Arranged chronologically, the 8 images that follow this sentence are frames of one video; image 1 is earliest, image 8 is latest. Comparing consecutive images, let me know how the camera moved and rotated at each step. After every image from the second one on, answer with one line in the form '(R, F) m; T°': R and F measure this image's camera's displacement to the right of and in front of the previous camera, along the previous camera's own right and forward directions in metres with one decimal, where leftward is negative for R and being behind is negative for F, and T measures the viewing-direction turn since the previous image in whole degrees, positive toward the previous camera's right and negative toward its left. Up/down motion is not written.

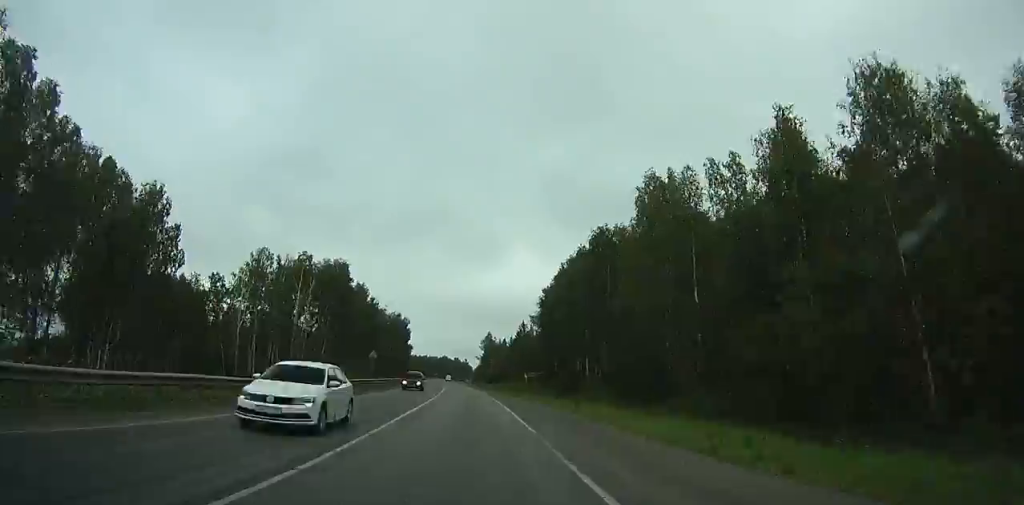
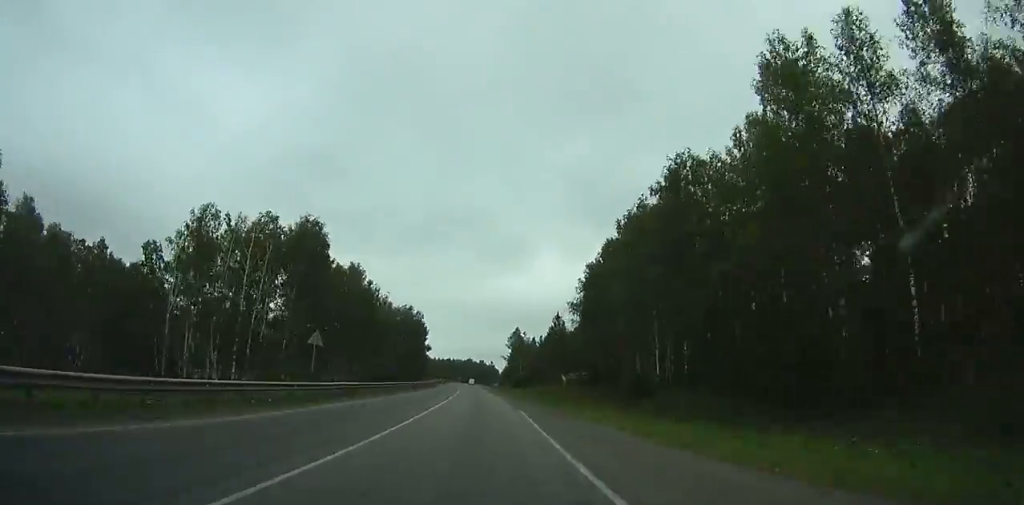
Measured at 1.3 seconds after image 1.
(-3.7, +25.0) m; -4°
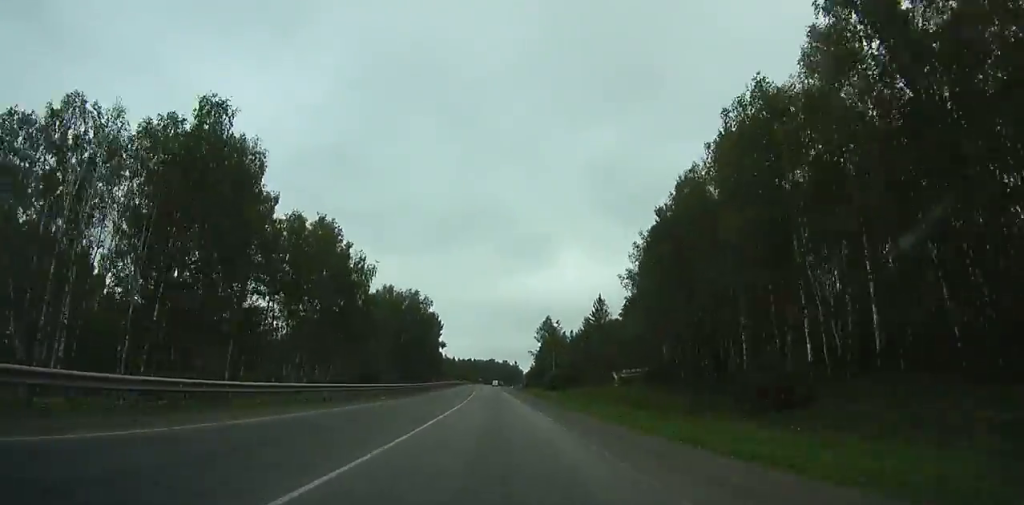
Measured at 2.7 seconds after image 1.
(+3.3, +27.0) m; +4°
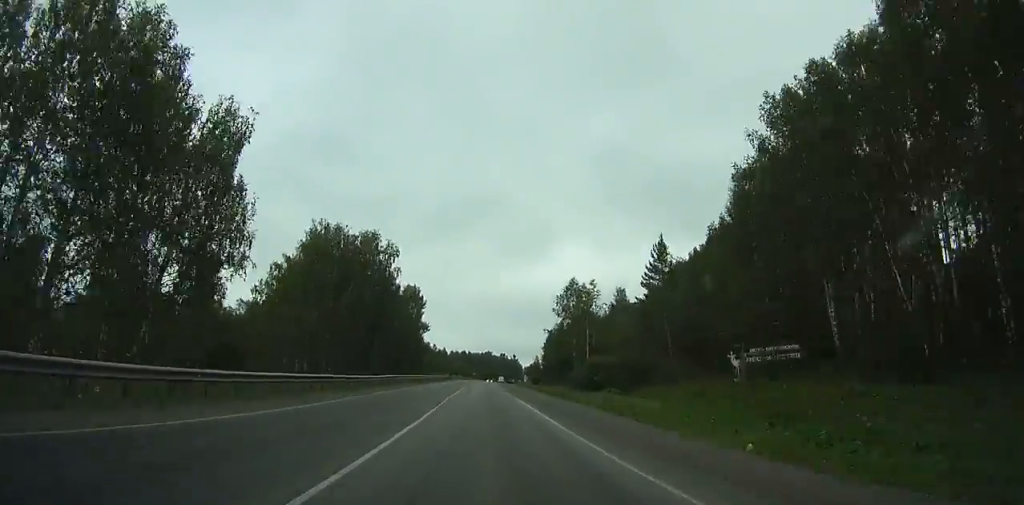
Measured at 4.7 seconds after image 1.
(+2.2, +38.7) m; +3°
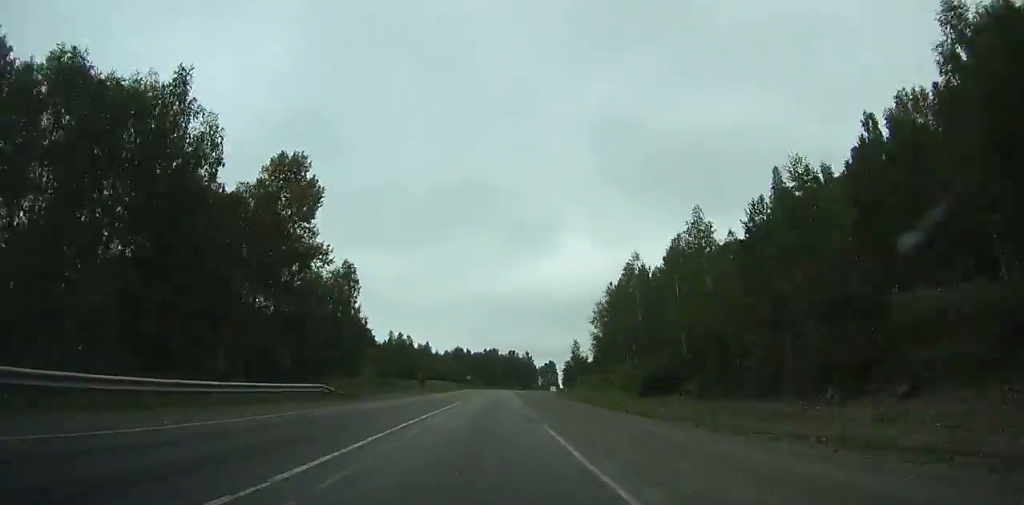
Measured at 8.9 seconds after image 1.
(-0.5, +81.4) m; 0°
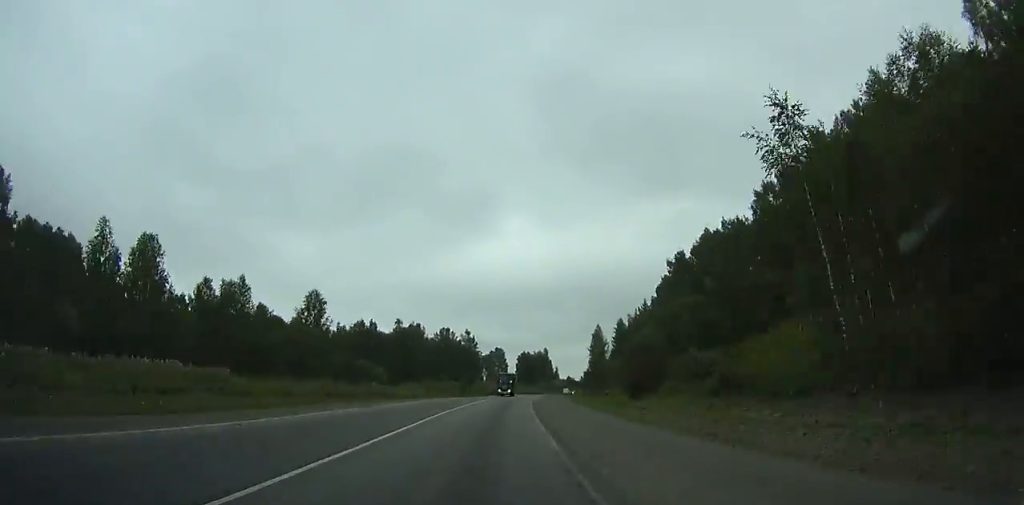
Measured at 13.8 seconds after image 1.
(+2.4, +96.1) m; +5°
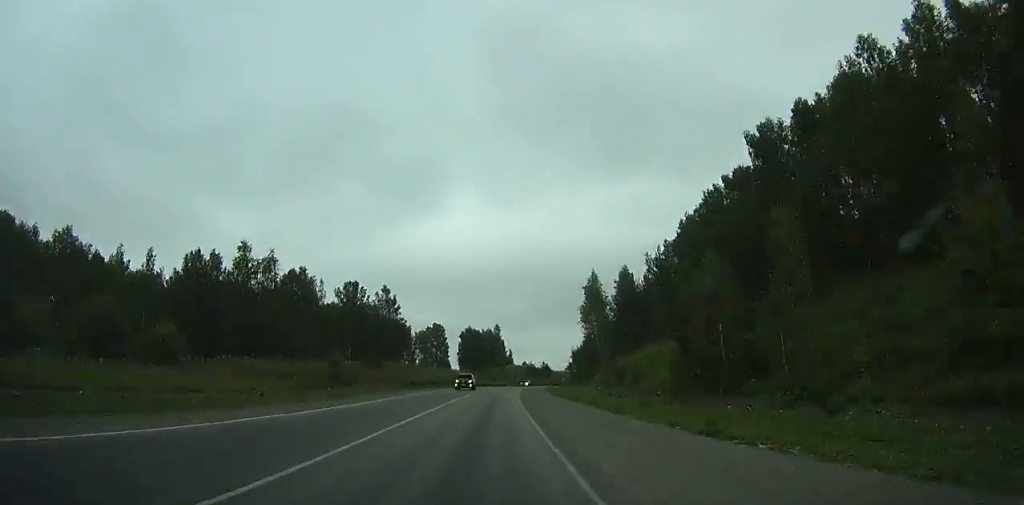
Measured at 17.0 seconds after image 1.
(+3.2, +64.1) m; +5°
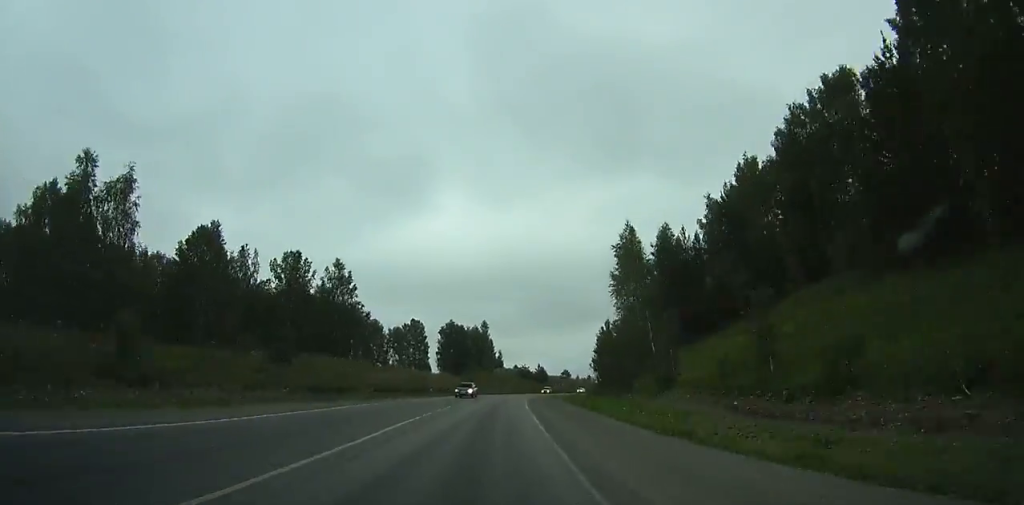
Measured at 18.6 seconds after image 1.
(+1.2, +32.6) m; +2°
